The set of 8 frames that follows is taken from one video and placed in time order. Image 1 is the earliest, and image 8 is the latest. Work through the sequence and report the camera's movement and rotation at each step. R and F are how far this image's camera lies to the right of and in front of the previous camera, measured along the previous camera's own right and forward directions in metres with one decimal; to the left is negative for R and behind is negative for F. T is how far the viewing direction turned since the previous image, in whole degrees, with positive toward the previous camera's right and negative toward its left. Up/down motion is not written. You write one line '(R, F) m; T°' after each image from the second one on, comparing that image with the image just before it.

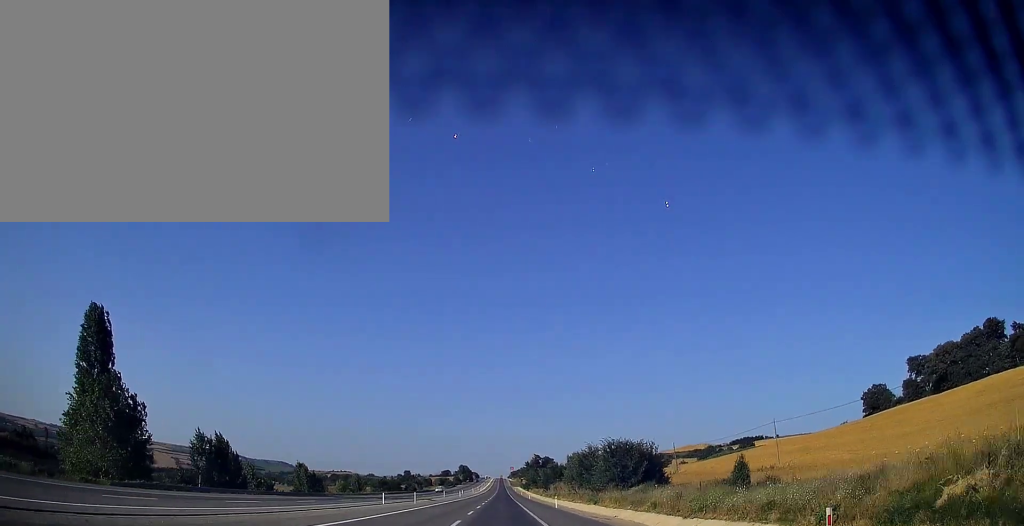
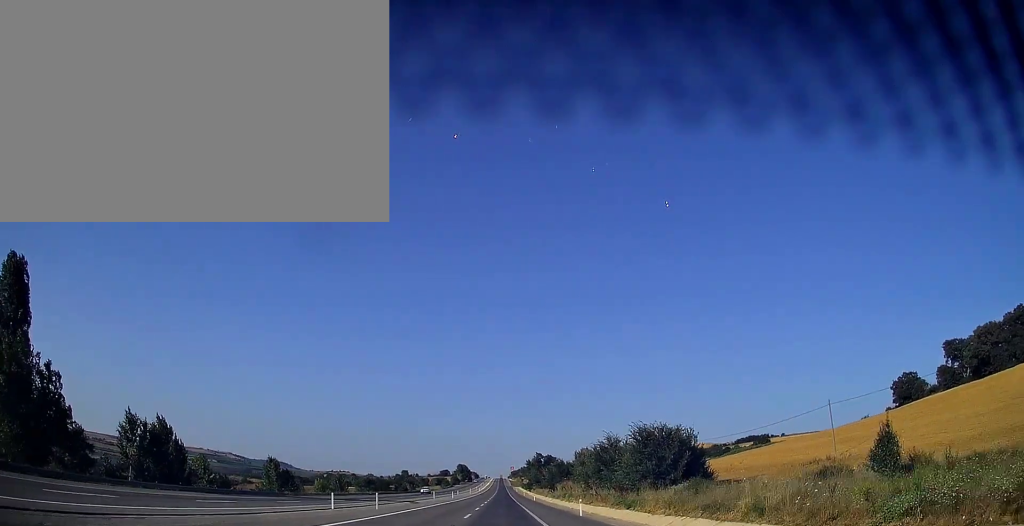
(0.0, +15.7) m; 0°
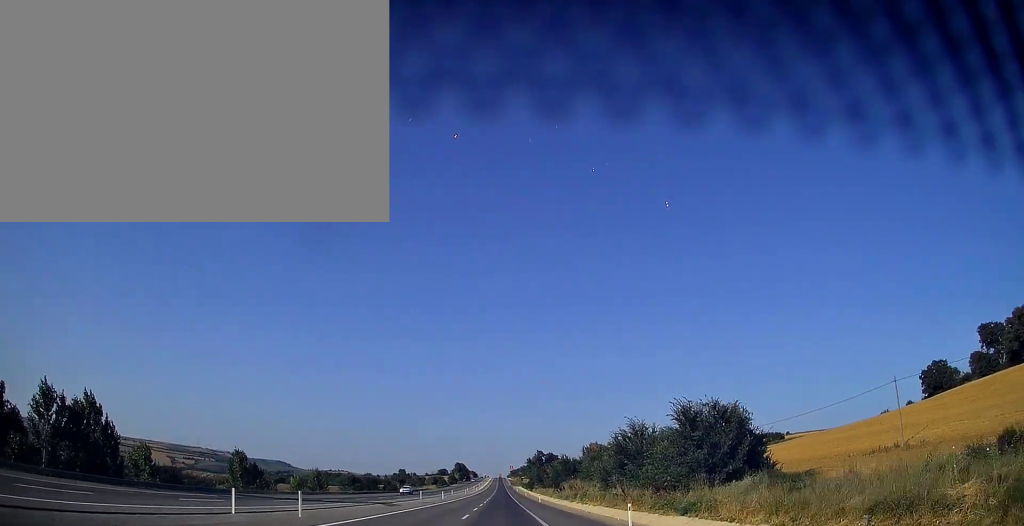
(+0.1, +13.8) m; 0°
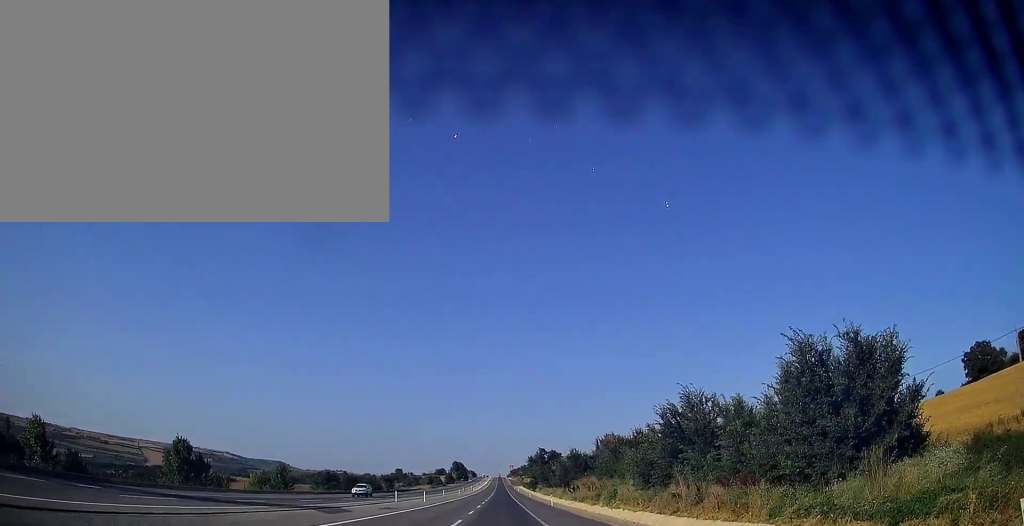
(+0.1, +17.7) m; 0°
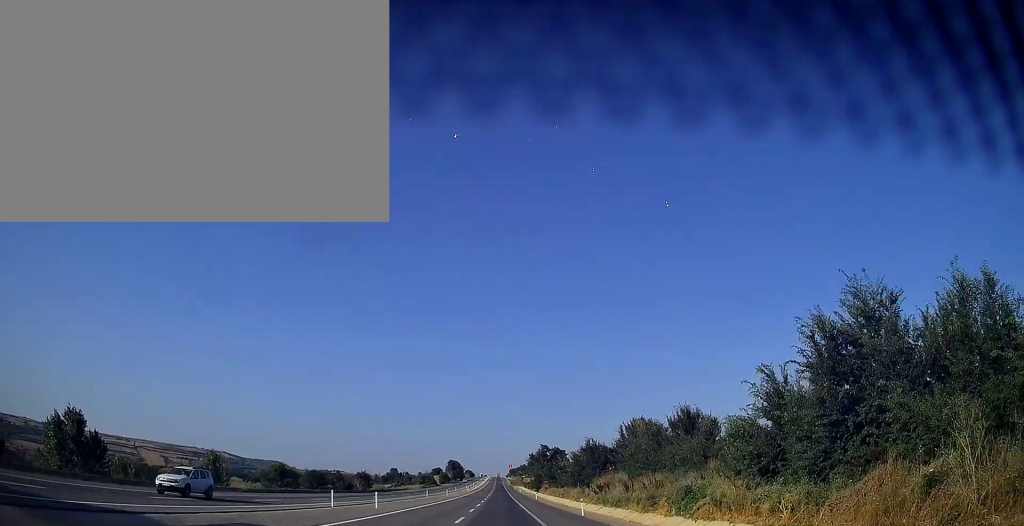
(-0.1, +21.6) m; 0°
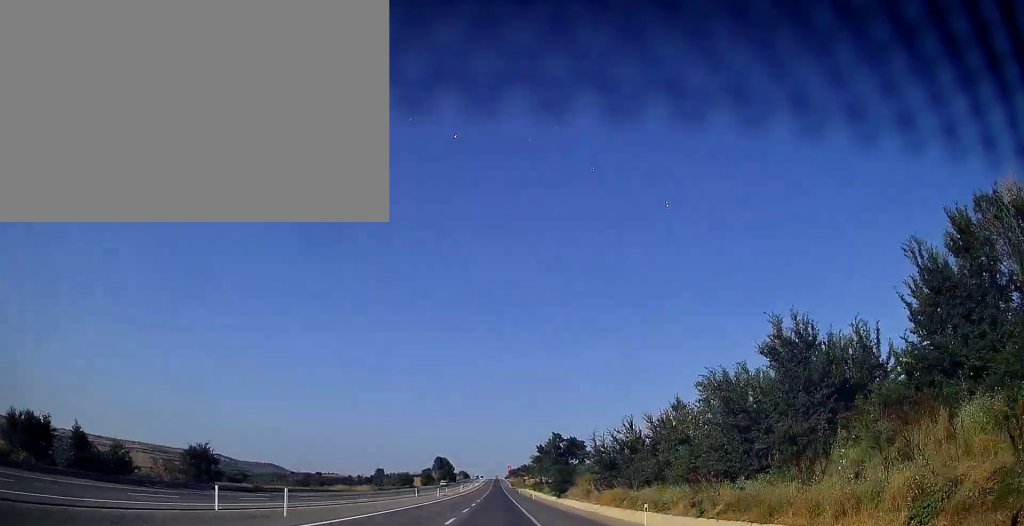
(+0.3, +61.9) m; 0°
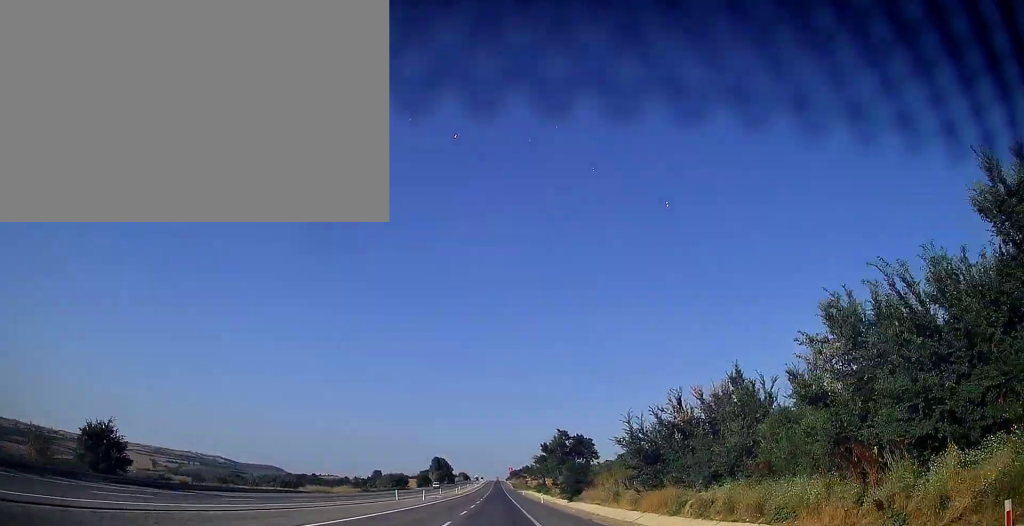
(-0.1, +14.7) m; 0°
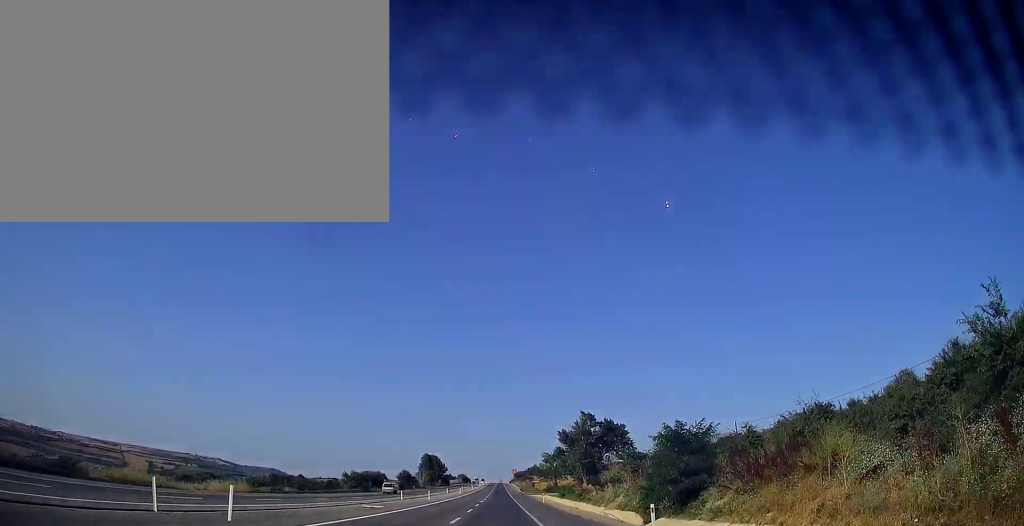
(-0.1, +43.9) m; 0°
